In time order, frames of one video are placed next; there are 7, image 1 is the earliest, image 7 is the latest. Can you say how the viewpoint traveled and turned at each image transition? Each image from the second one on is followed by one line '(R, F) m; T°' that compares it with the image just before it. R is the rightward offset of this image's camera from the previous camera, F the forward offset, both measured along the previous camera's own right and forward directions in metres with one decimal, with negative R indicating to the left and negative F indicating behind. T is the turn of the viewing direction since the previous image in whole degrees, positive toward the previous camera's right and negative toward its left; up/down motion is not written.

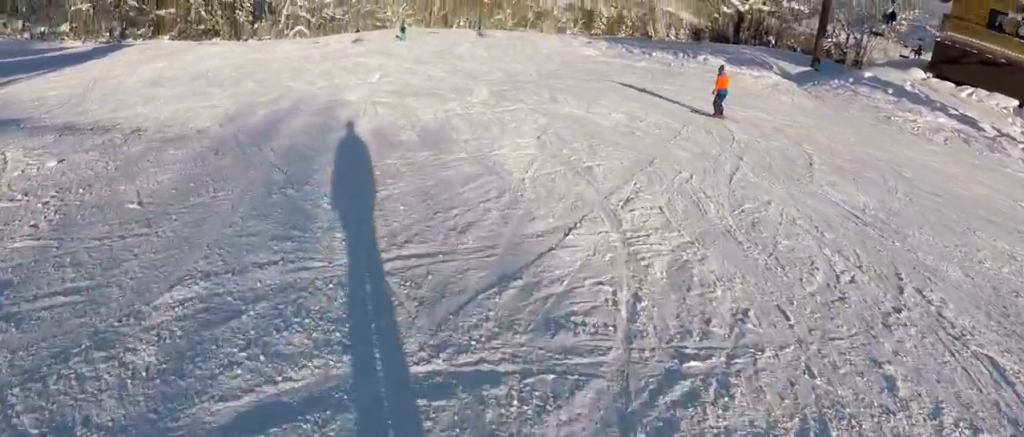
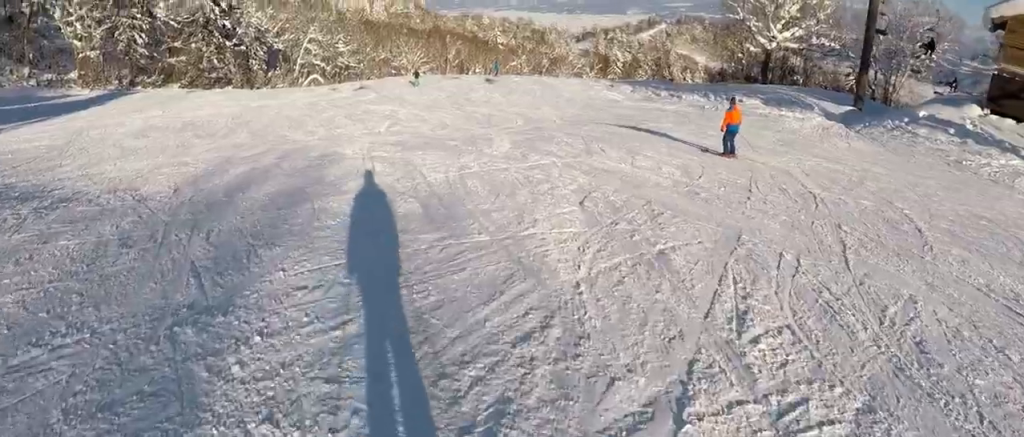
(0.0, +3.3) m; +4°
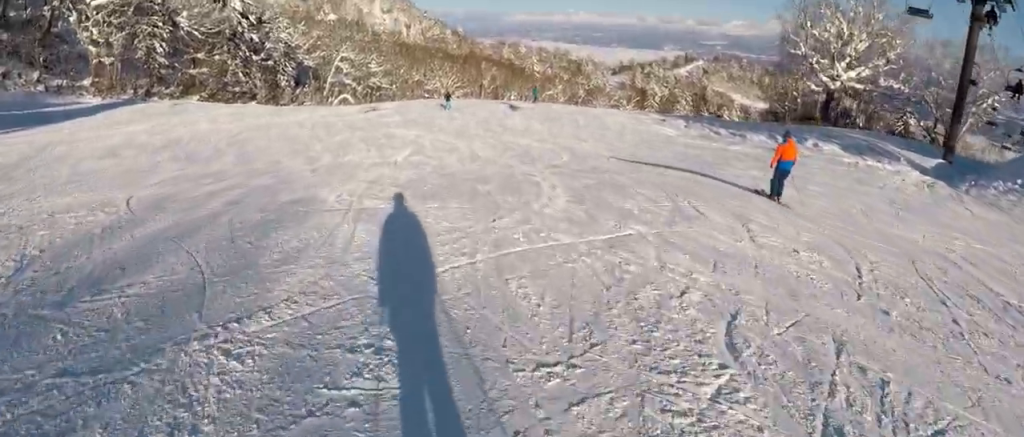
(+0.2, +4.7) m; 0°
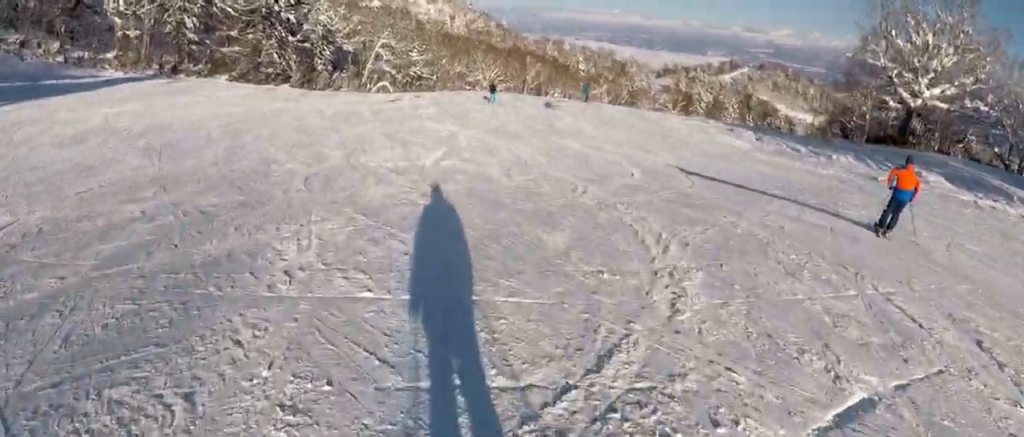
(+0.6, +4.4) m; -7°
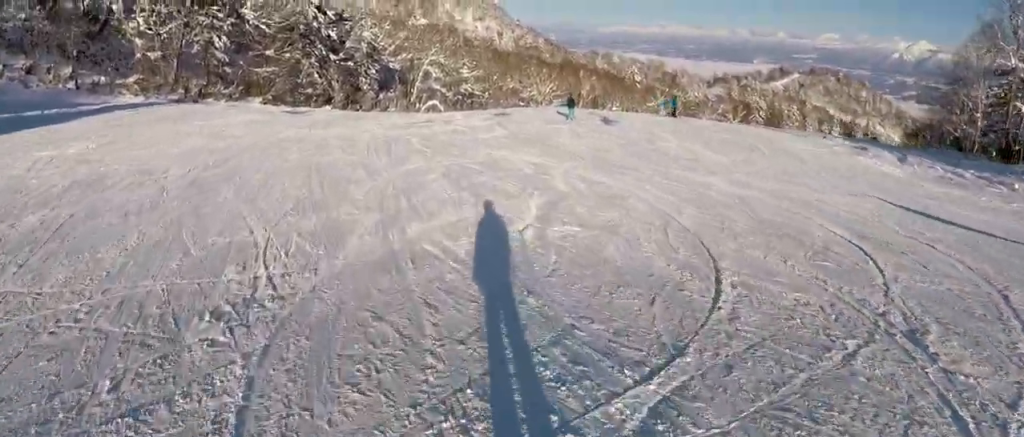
(-2.2, +8.0) m; -17°
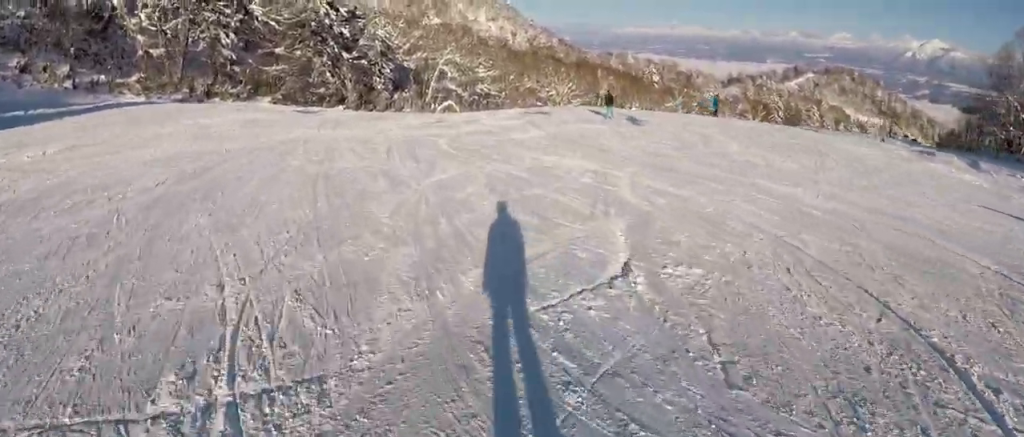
(-0.2, +3.8) m; 0°
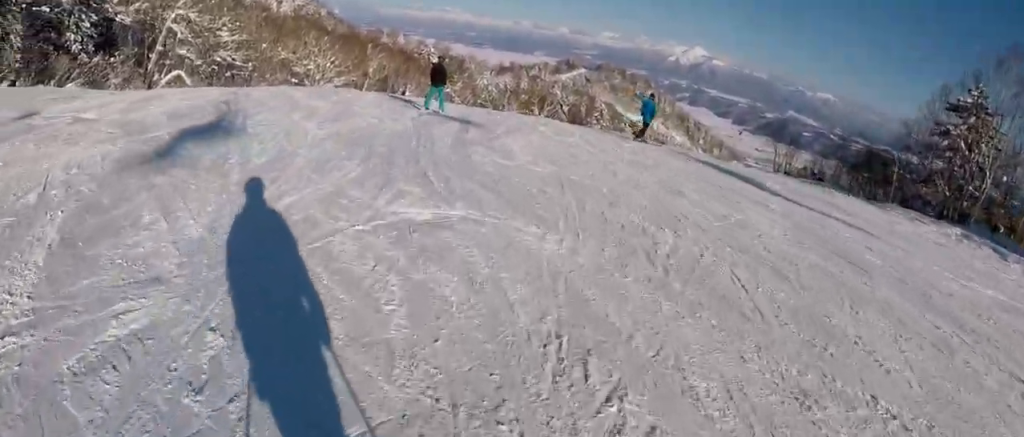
(+9.8, +20.1) m; +25°
